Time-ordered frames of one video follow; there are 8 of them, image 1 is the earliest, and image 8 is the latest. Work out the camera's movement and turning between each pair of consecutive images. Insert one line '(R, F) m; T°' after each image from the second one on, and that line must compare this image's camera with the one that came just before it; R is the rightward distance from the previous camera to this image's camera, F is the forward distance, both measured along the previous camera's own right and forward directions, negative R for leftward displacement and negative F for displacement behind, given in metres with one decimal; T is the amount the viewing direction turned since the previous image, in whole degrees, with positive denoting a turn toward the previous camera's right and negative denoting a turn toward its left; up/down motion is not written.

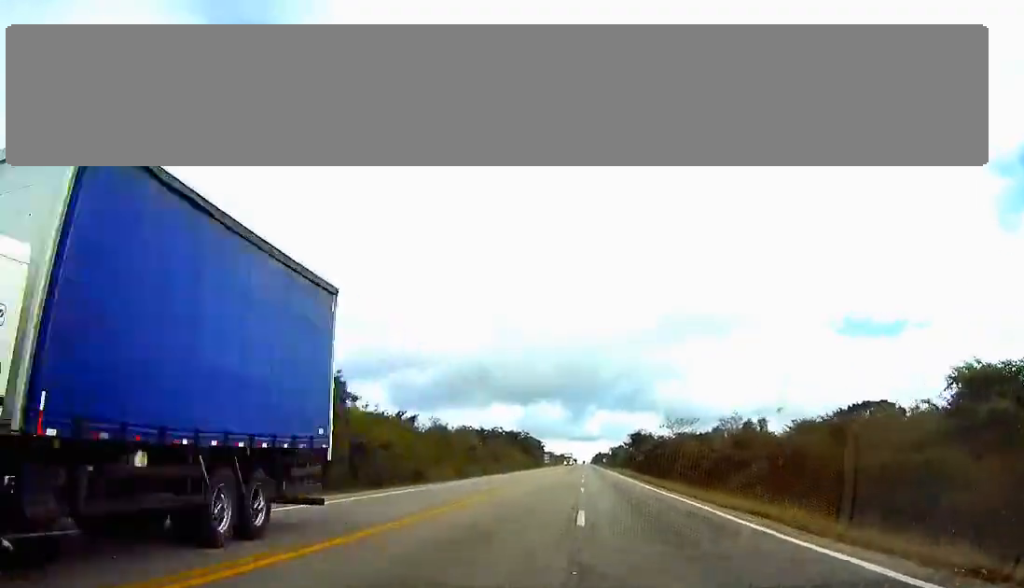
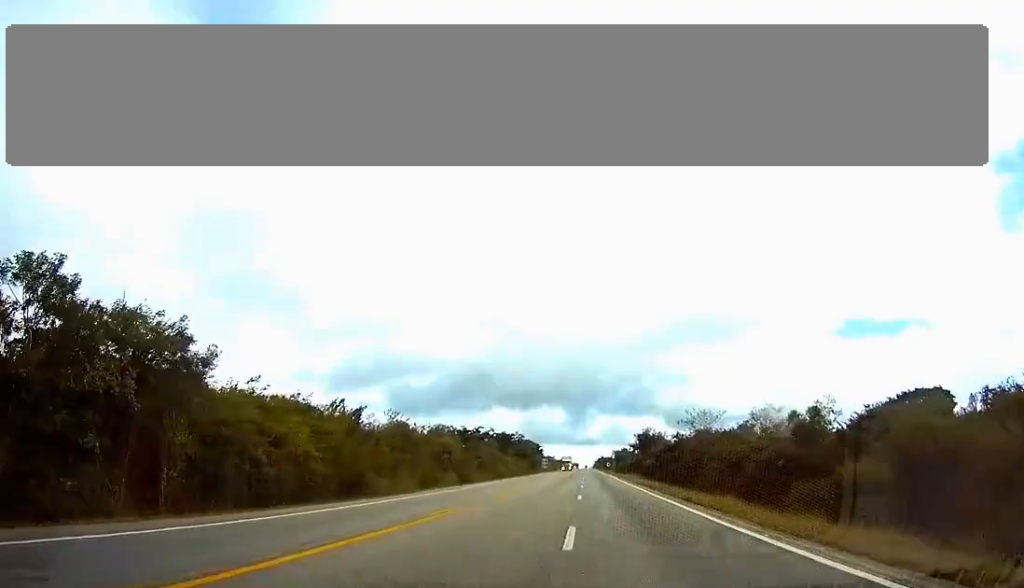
(-0.1, +20.5) m; 0°
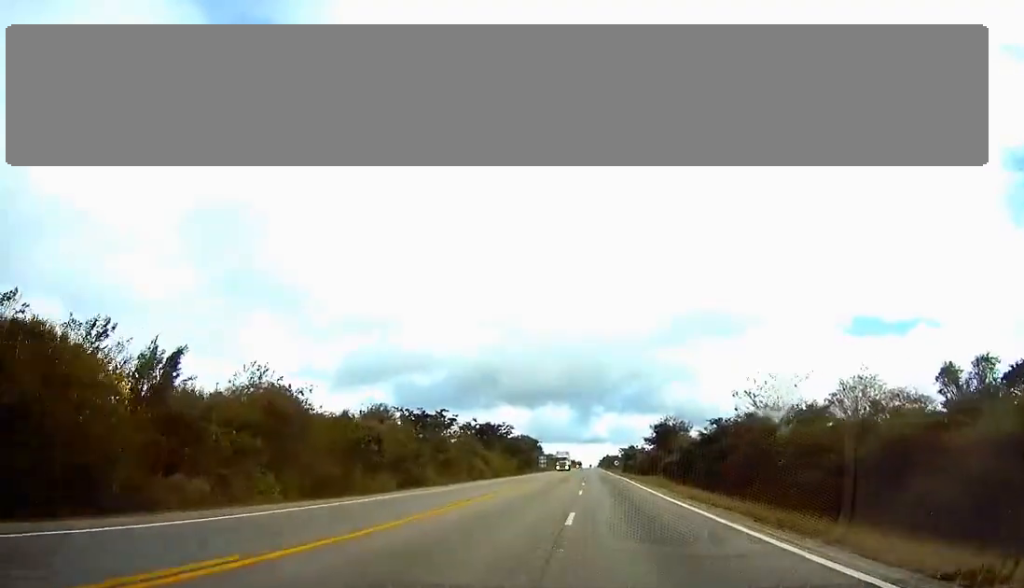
(+0.1, +31.4) m; 0°
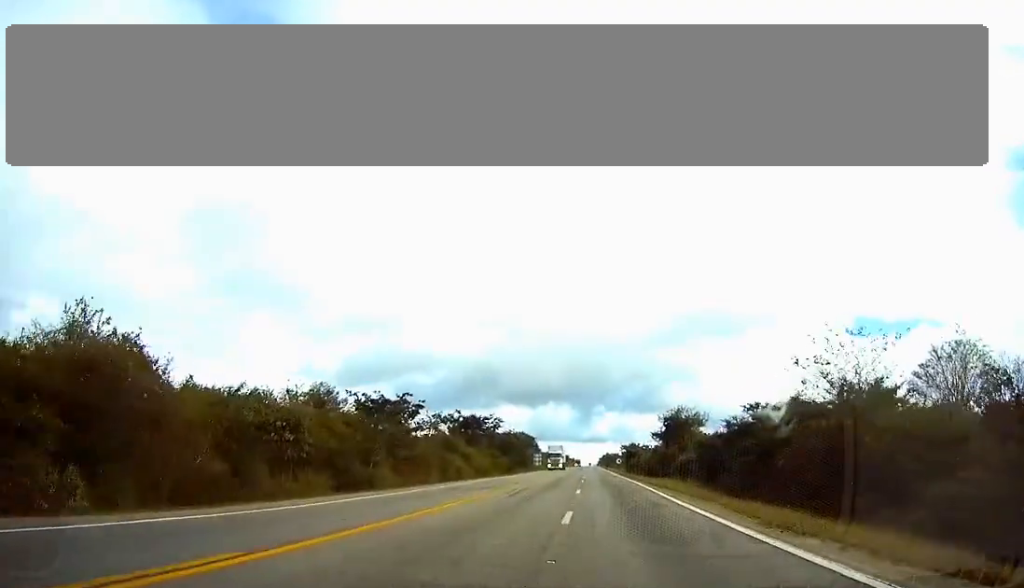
(0.0, +16.9) m; 0°
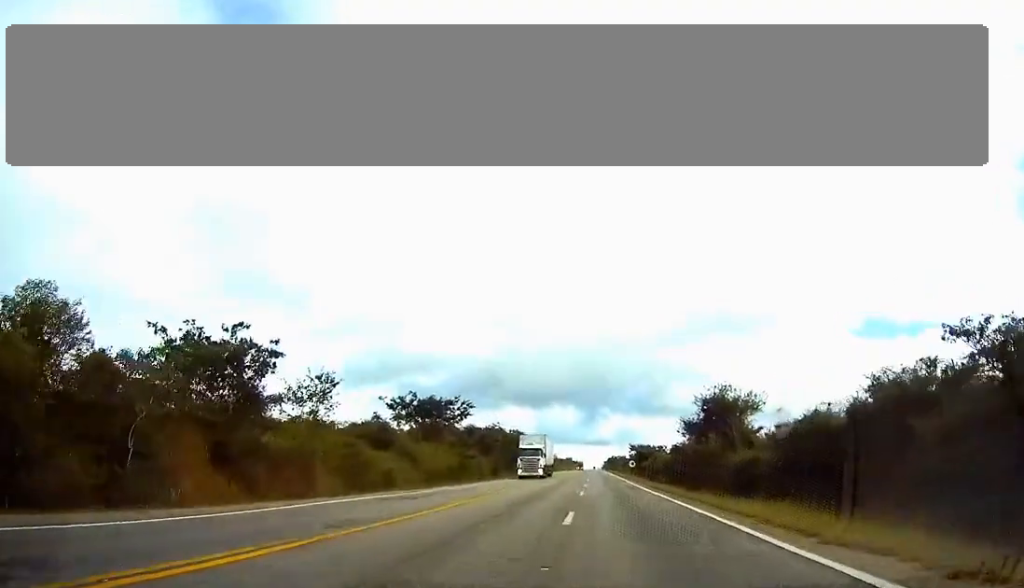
(0.0, +33.8) m; 0°
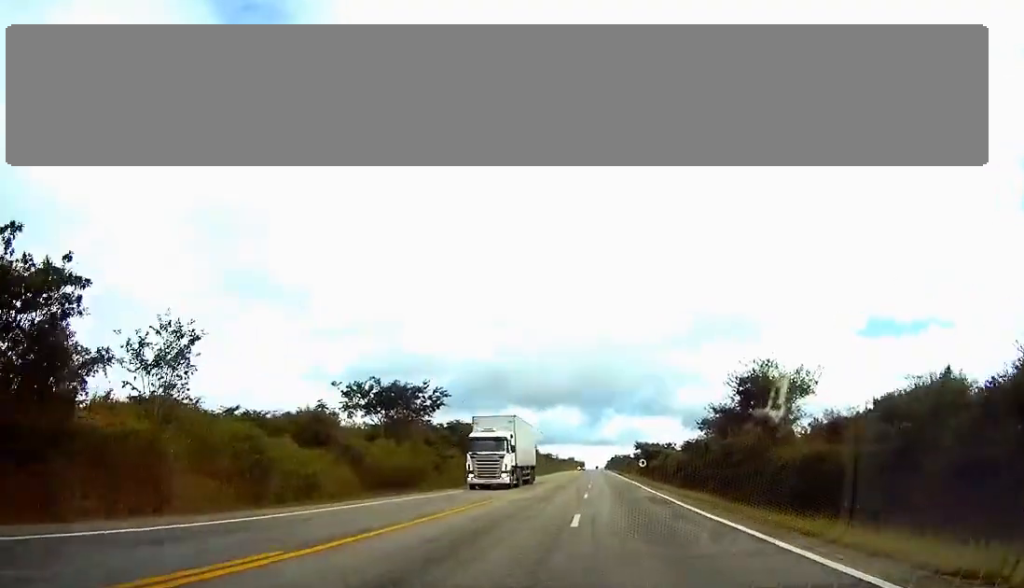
(-0.1, +16.9) m; 0°
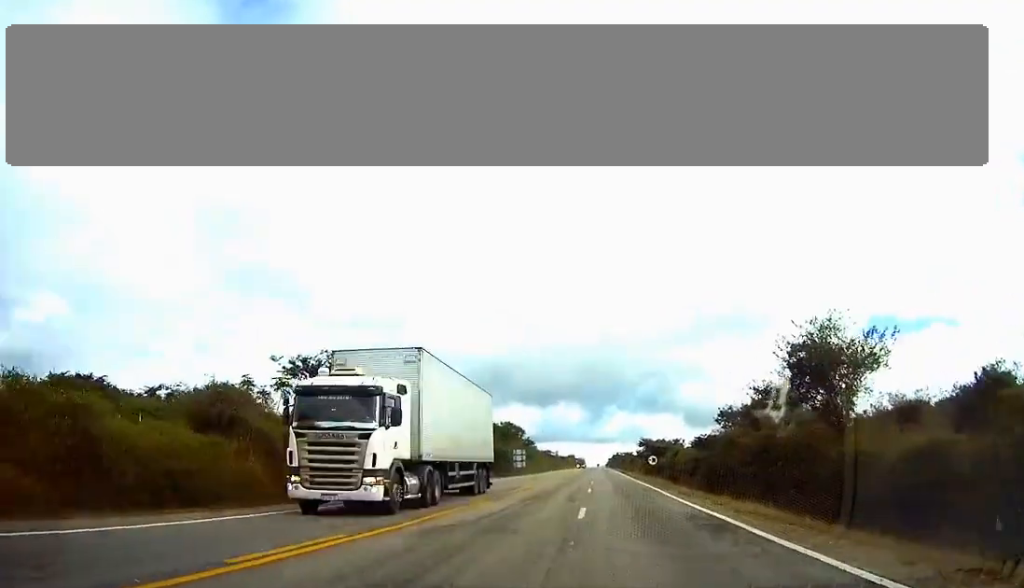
(0.0, +14.3) m; 0°
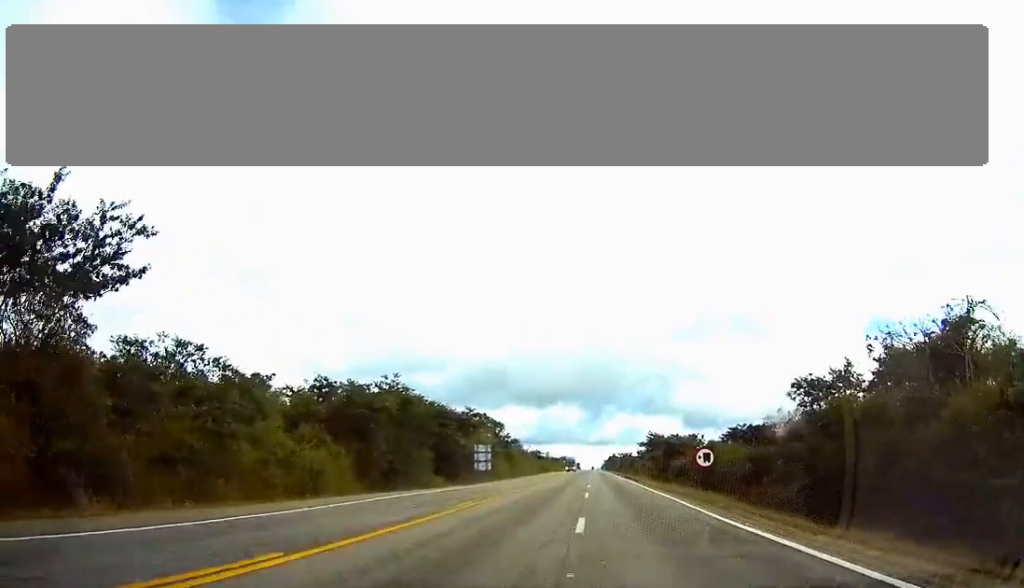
(0.0, +37.7) m; 0°
